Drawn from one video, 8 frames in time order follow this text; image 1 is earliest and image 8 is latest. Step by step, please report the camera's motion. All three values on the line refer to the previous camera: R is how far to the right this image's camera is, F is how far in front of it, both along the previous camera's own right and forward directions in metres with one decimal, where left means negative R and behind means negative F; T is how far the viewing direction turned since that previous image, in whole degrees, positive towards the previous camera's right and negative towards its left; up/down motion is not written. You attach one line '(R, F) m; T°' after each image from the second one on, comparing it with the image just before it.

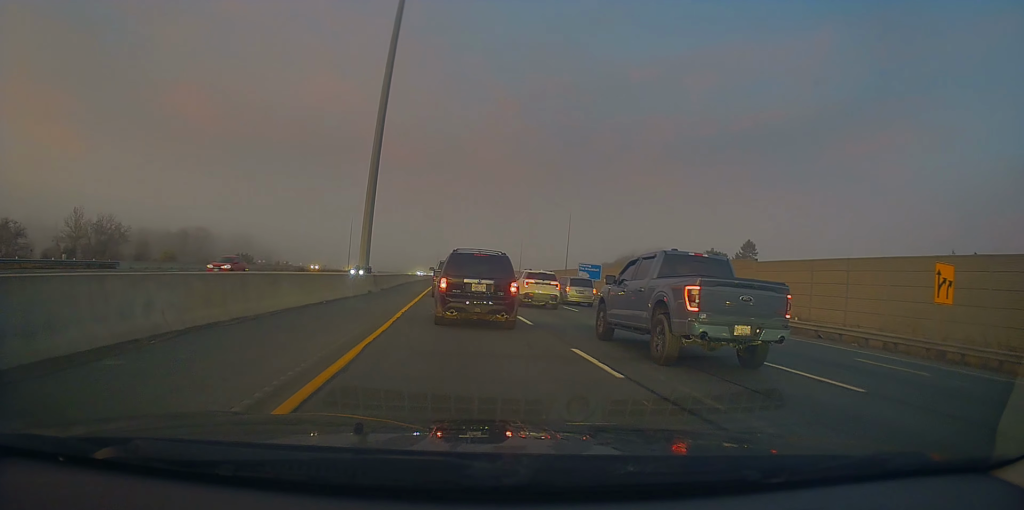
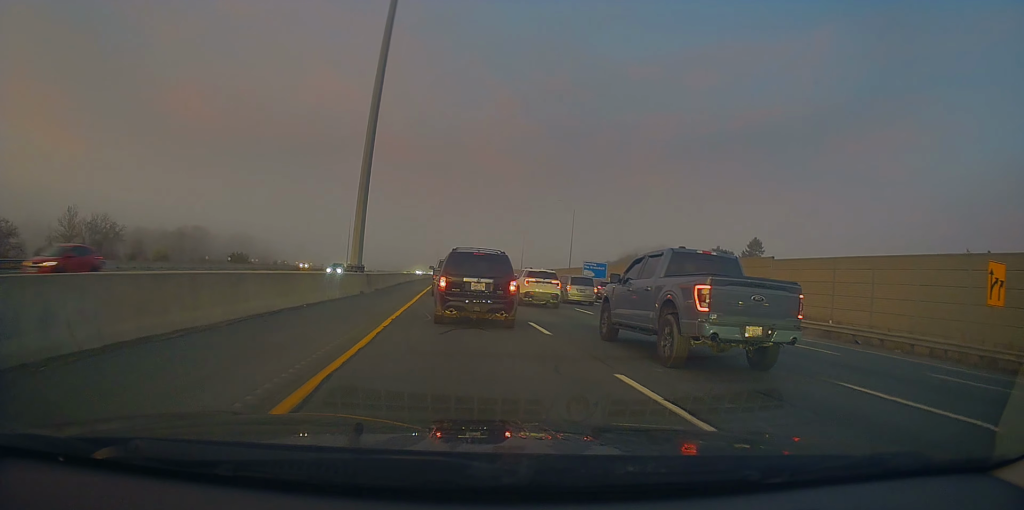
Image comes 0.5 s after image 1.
(-0.4, +2.9) m; 0°
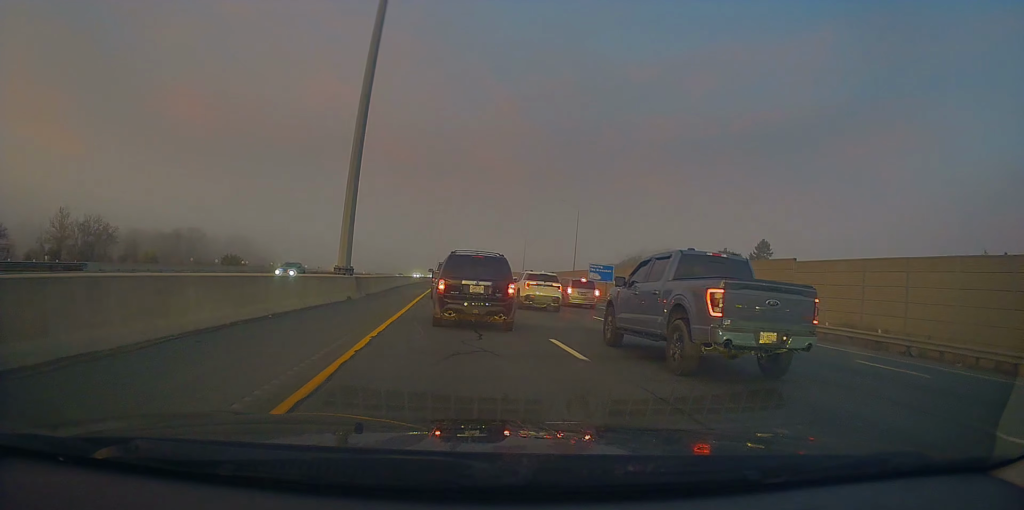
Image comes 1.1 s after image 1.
(+0.2, +3.6) m; +1°
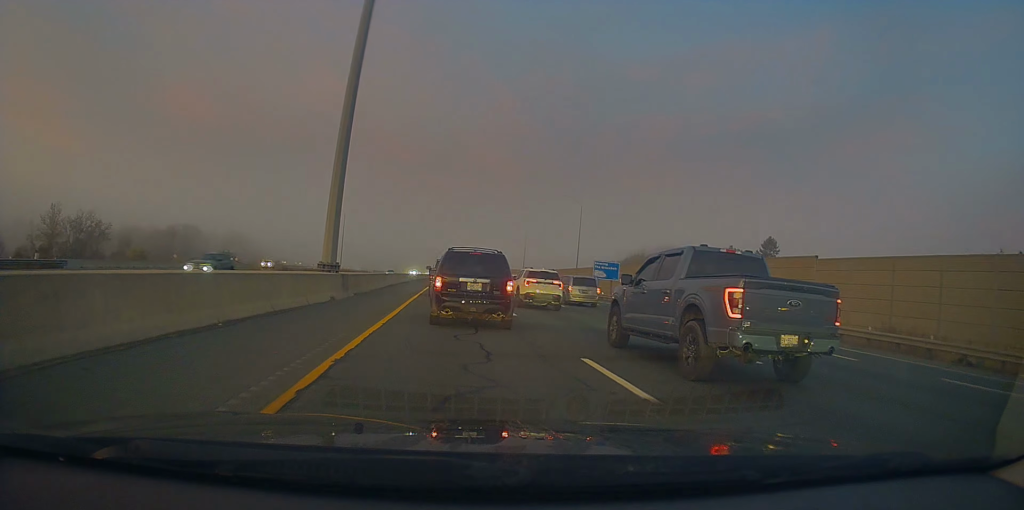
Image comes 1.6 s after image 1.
(+0.4, +3.2) m; +1°
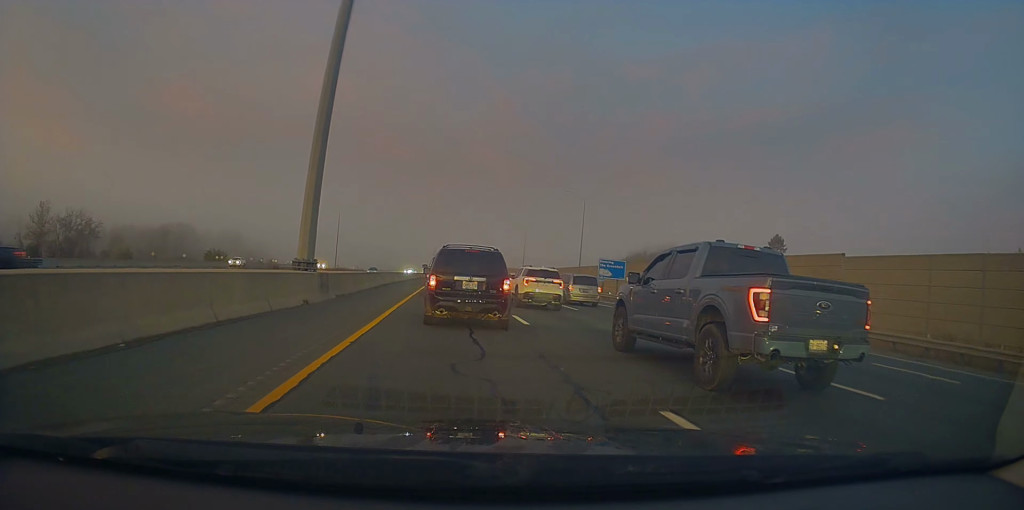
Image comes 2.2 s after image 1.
(-0.3, +3.9) m; -2°
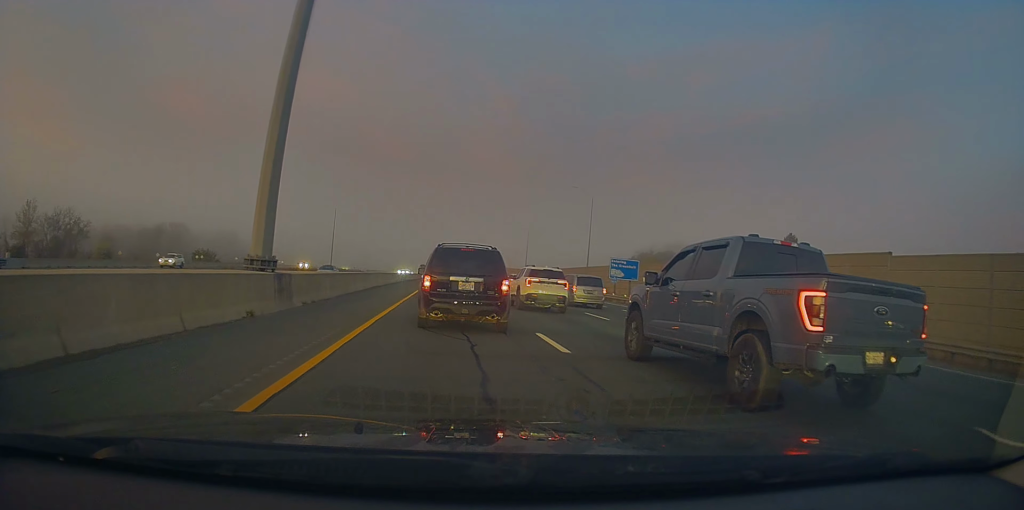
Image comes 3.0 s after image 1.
(-0.2, +5.3) m; 0°
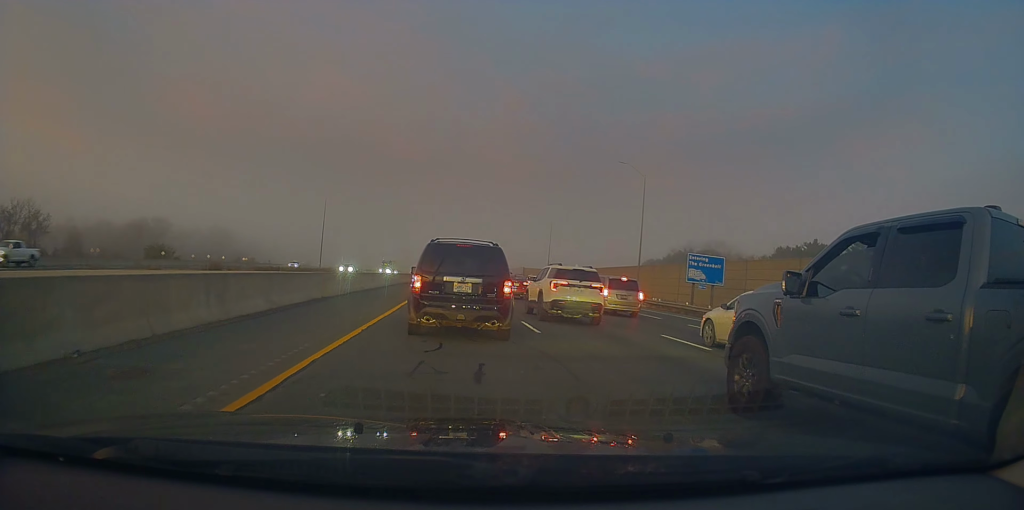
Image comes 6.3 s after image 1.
(+0.4, +20.4) m; -5°
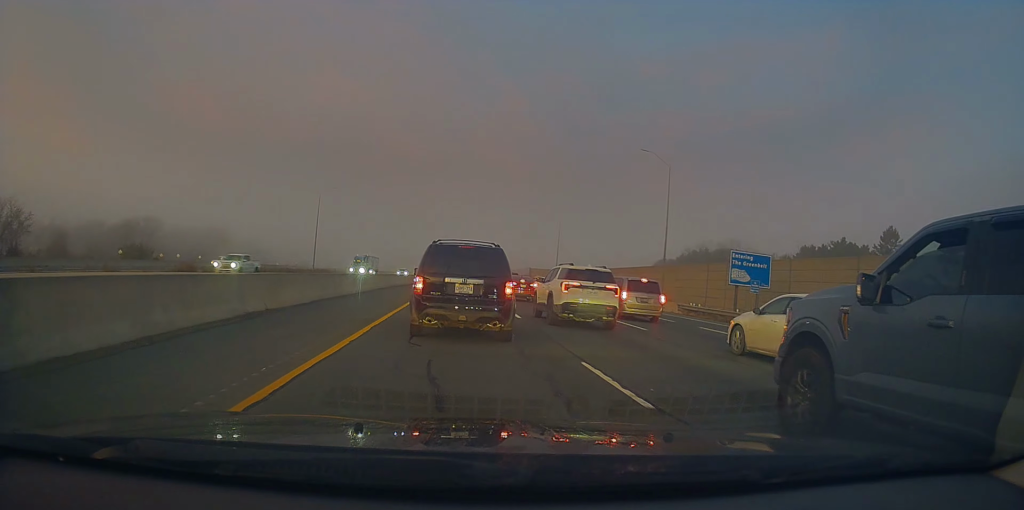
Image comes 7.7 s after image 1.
(0.0, +7.1) m; +4°
